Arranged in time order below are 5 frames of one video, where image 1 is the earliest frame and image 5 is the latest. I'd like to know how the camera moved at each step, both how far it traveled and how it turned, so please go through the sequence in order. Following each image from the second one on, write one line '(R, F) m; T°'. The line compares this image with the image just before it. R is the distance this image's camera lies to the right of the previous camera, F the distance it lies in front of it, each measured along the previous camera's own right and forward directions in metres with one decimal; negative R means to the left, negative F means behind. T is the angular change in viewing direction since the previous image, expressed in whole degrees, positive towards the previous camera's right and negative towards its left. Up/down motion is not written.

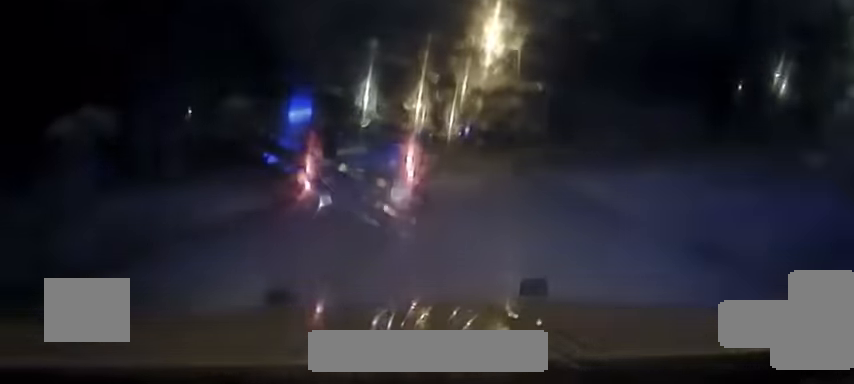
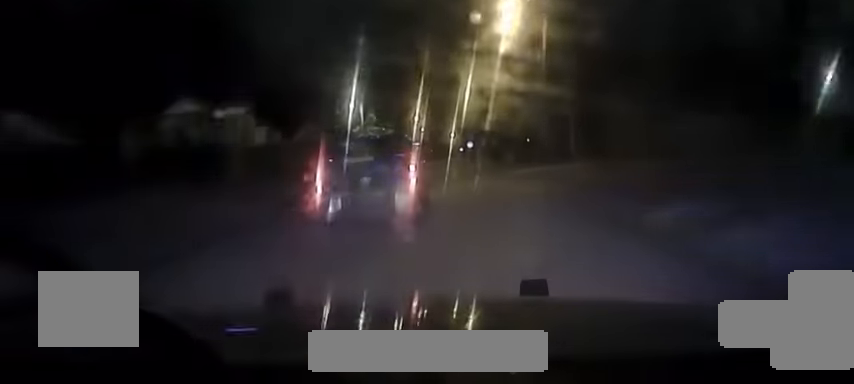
(+0.1, +13.1) m; 0°
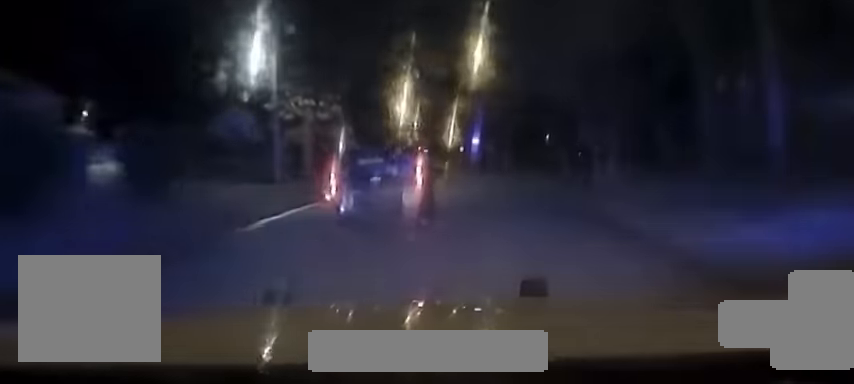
(+0.2, +31.7) m; +1°
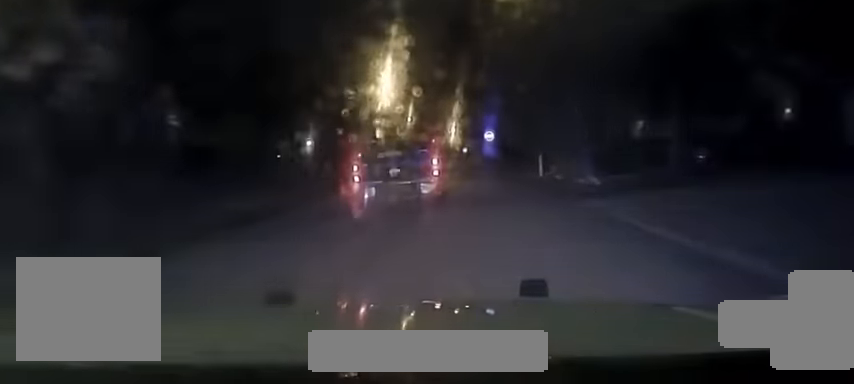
(+0.2, +27.3) m; 0°
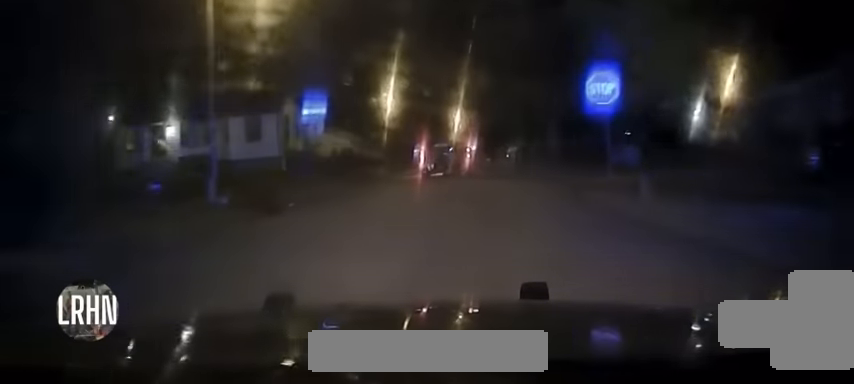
(+0.2, +51.7) m; +1°
